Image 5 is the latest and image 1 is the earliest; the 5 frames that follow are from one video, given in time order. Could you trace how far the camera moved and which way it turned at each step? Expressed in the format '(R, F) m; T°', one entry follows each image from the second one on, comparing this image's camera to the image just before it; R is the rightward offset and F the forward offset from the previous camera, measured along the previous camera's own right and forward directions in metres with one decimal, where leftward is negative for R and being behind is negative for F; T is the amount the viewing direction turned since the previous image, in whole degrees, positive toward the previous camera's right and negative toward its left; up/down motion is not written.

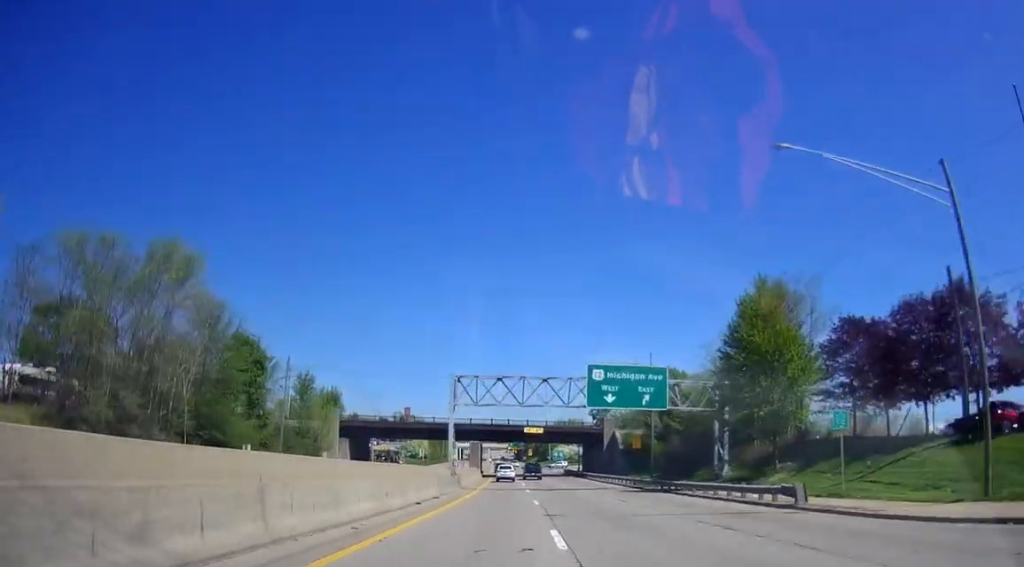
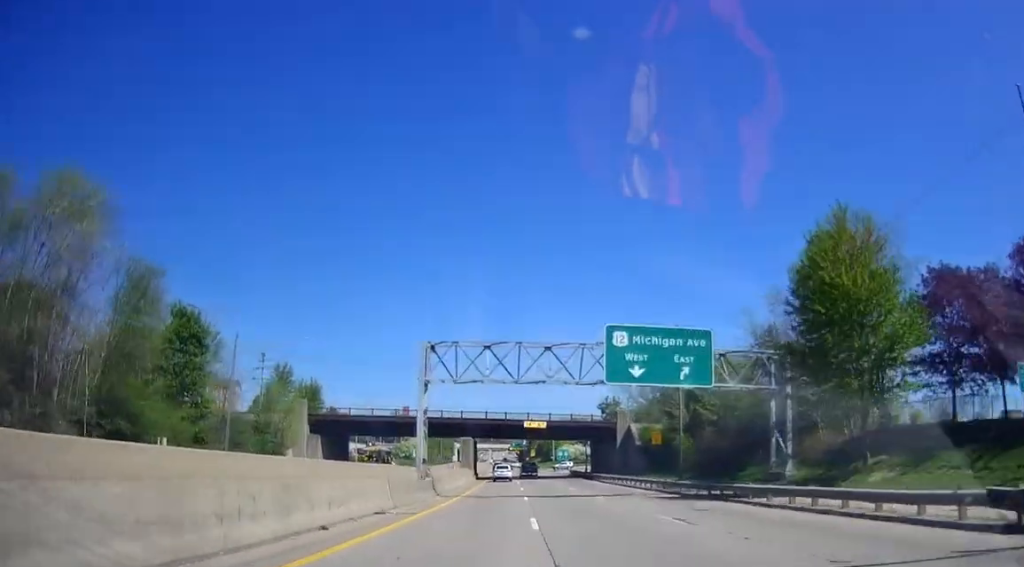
(-0.3, +11.9) m; -1°
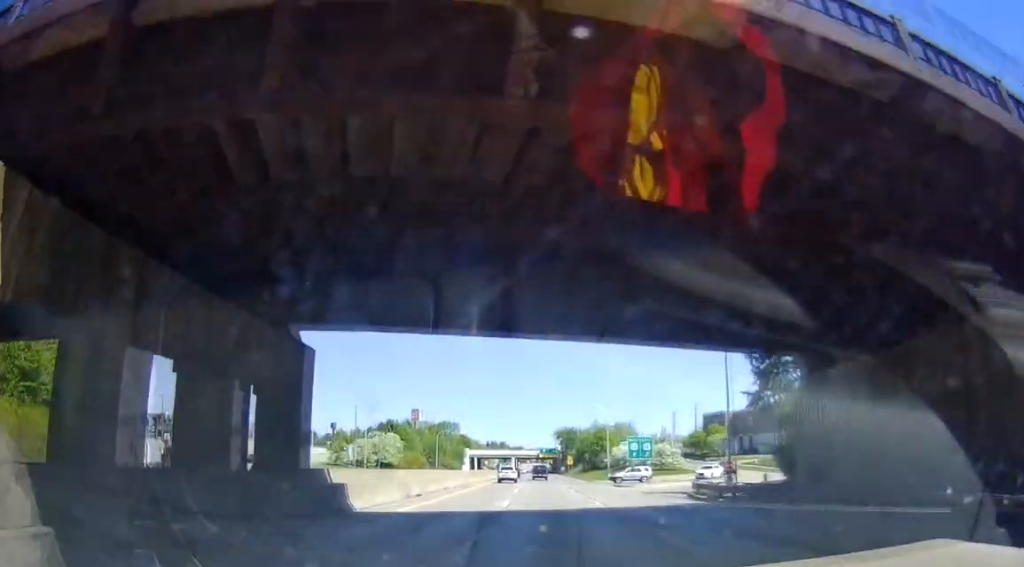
(-0.5, +68.1) m; -2°
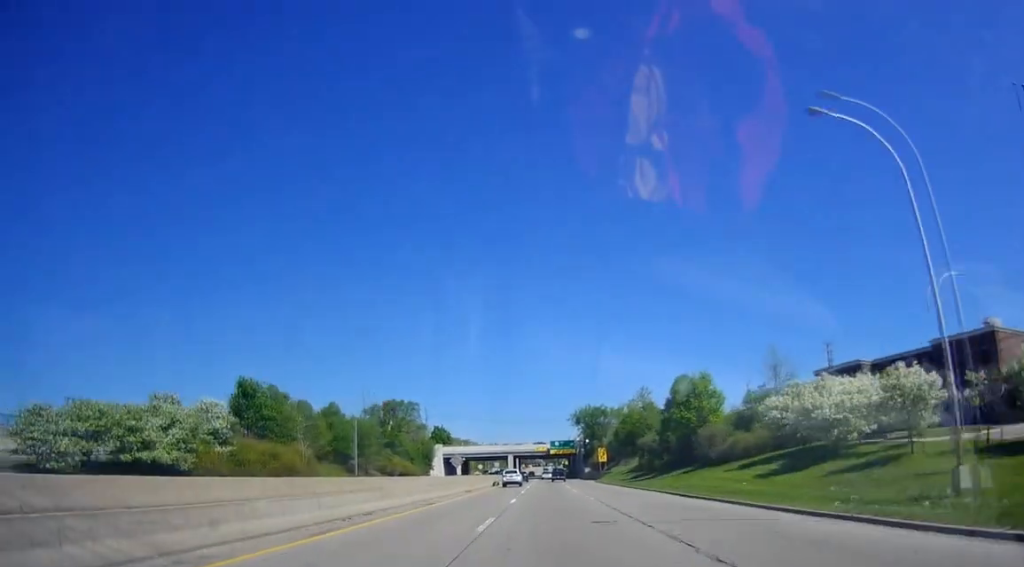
(-2.3, +73.1) m; -1°
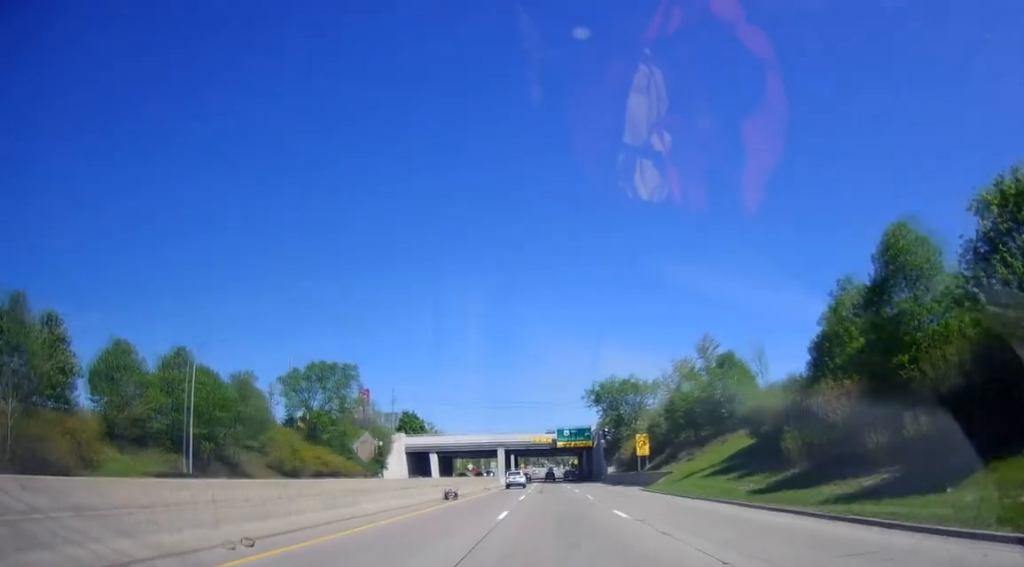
(0.0, +40.1) m; -1°
